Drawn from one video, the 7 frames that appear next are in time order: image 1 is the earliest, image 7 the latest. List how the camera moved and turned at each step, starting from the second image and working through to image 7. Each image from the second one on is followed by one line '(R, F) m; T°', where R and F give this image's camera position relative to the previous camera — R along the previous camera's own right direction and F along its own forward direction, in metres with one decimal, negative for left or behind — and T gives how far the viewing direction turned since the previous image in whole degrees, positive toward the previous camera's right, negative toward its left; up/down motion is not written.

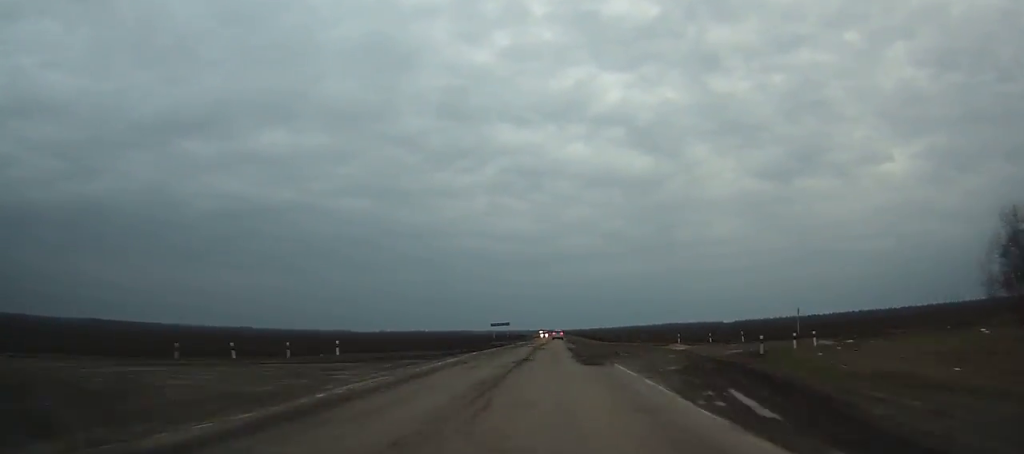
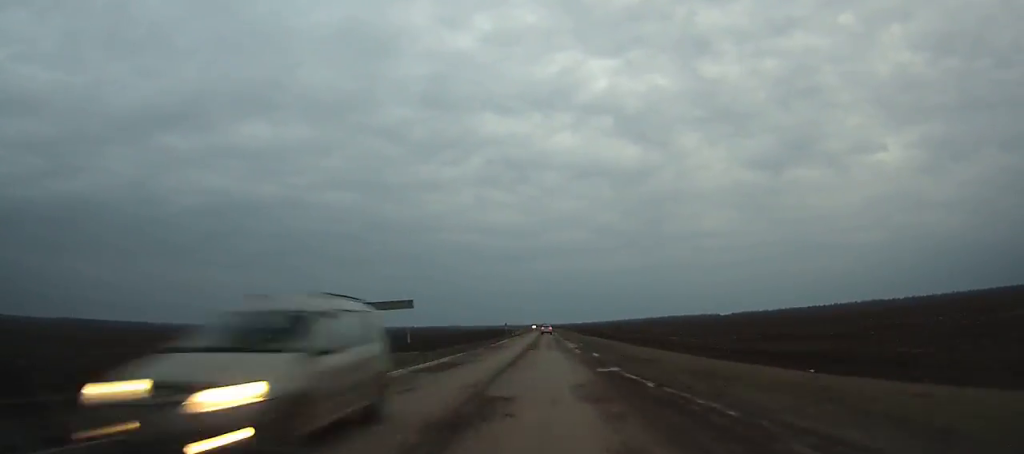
(+0.2, +60.7) m; 0°
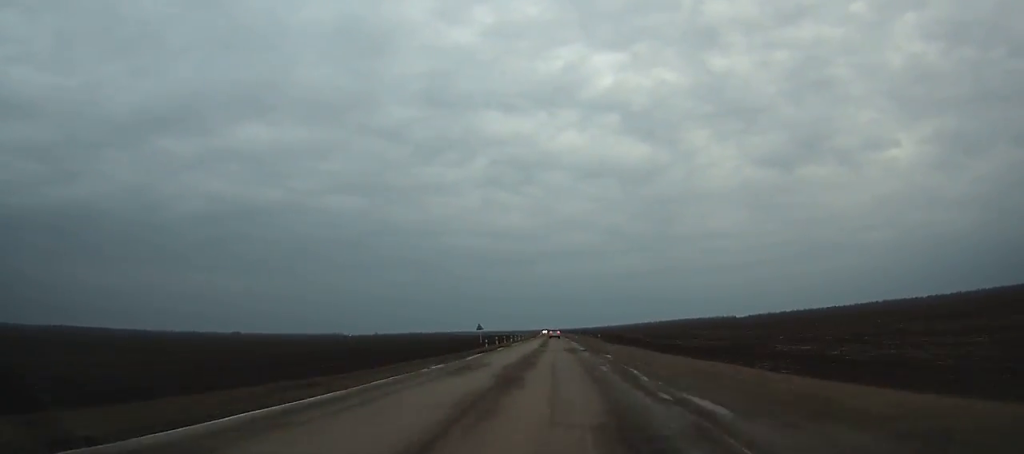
(-0.1, +56.2) m; 0°
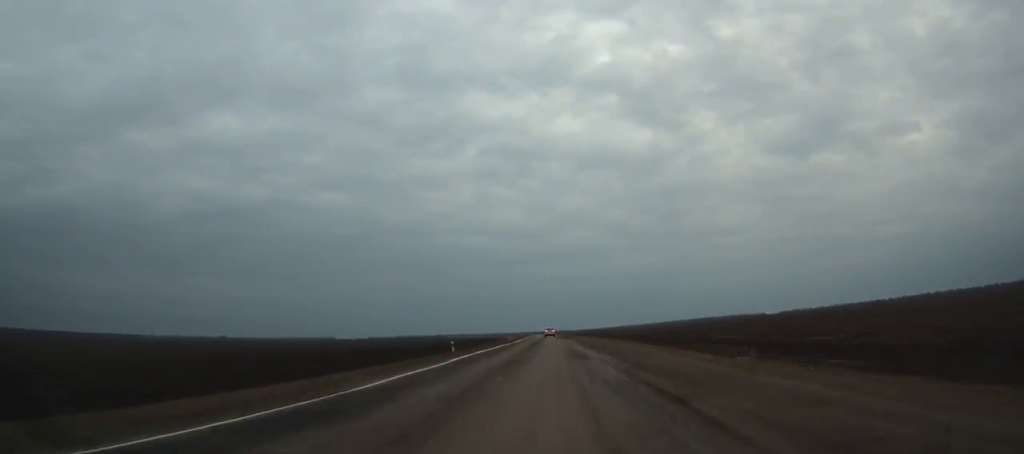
(-1.5, +191.4) m; -1°
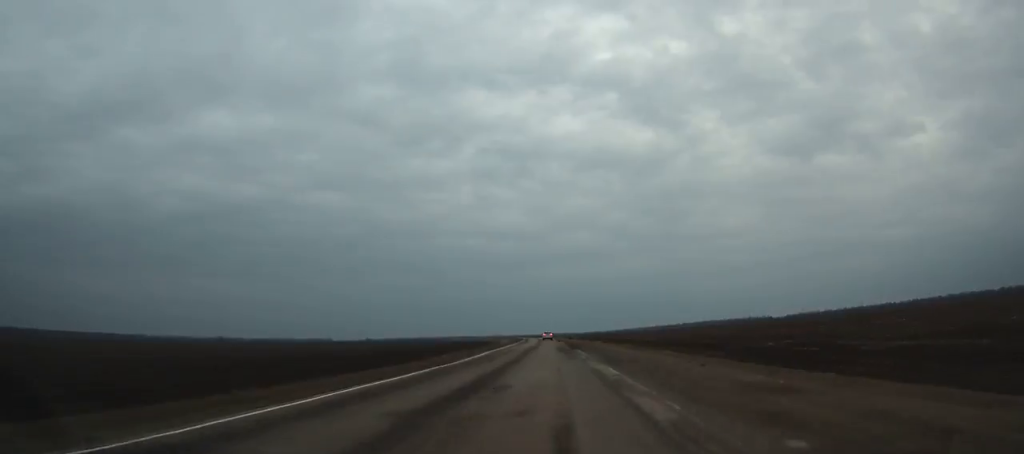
(-0.1, +40.6) m; 0°
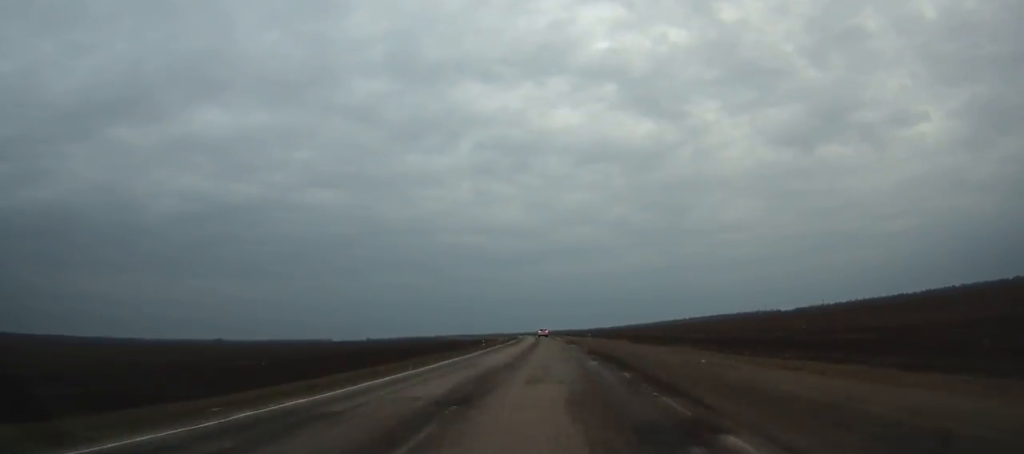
(-0.1, +38.5) m; 0°
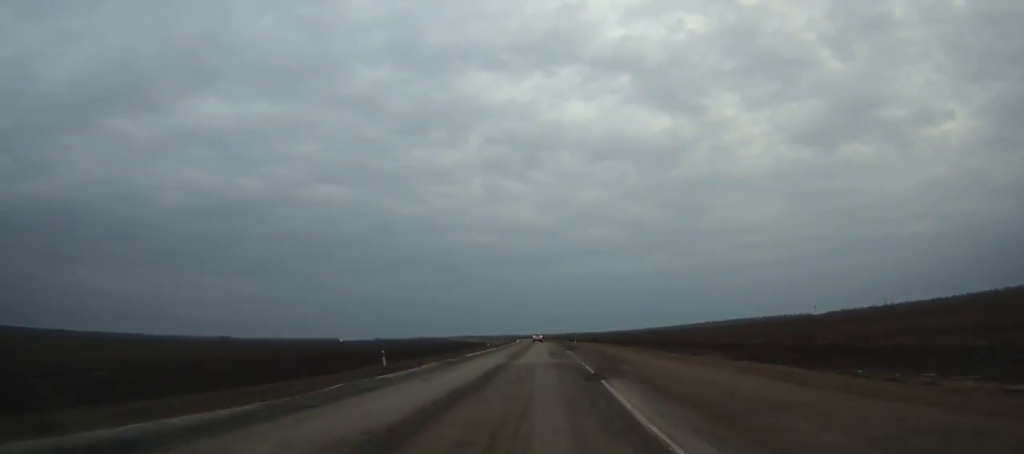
(-1.0, +88.1) m; -2°
